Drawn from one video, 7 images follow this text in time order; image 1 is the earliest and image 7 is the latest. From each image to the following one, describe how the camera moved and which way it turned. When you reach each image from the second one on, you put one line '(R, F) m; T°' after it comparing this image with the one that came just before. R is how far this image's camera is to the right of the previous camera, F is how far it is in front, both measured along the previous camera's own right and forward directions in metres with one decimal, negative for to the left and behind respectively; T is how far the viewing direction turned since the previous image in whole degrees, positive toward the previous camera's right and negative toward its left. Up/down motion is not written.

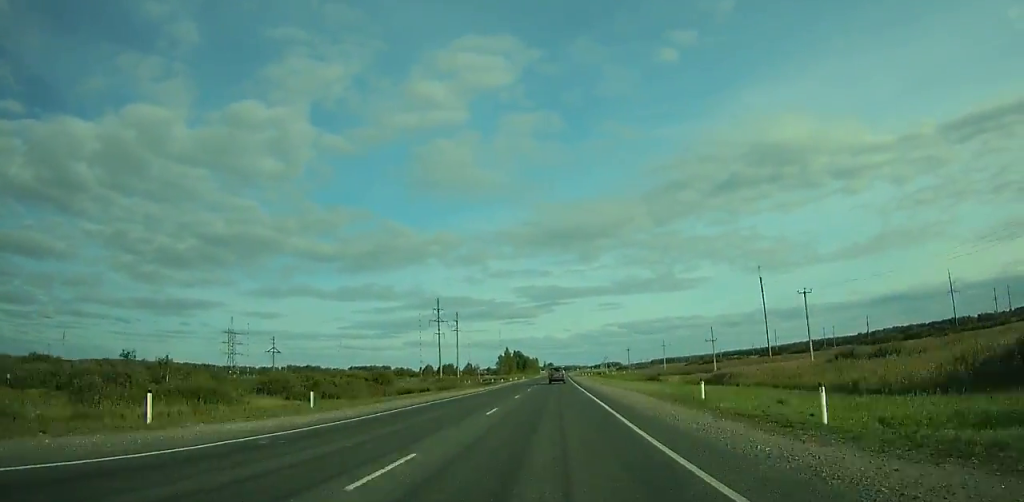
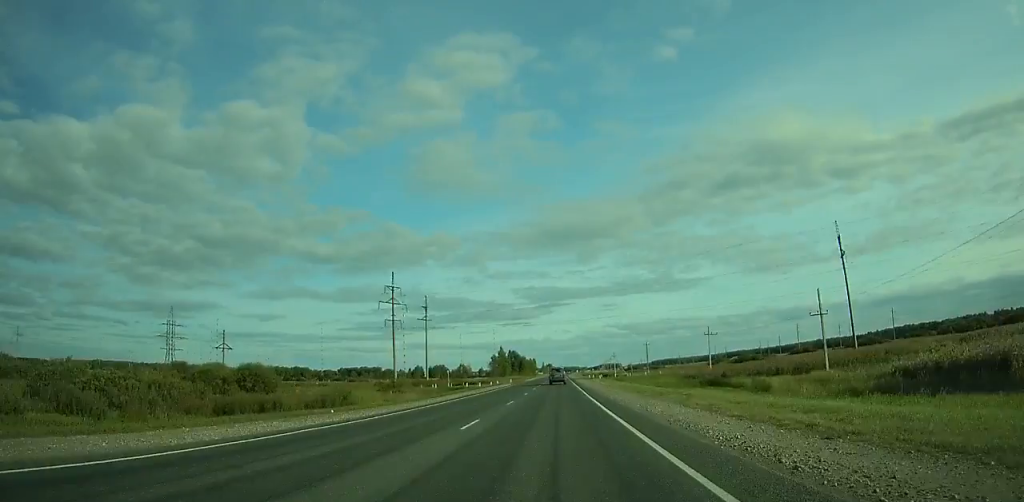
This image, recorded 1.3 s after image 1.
(+0.5, +40.4) m; 0°
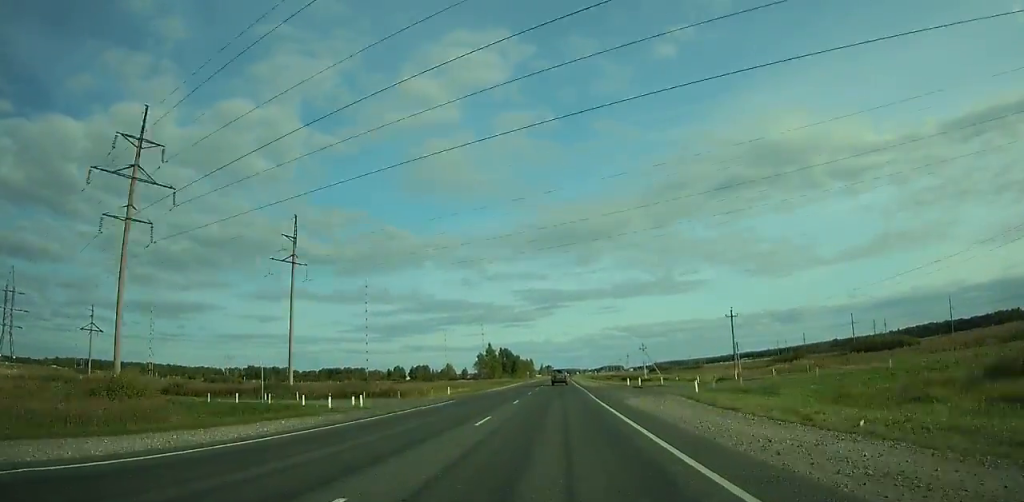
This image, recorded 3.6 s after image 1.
(+0.4, +71.4) m; +2°
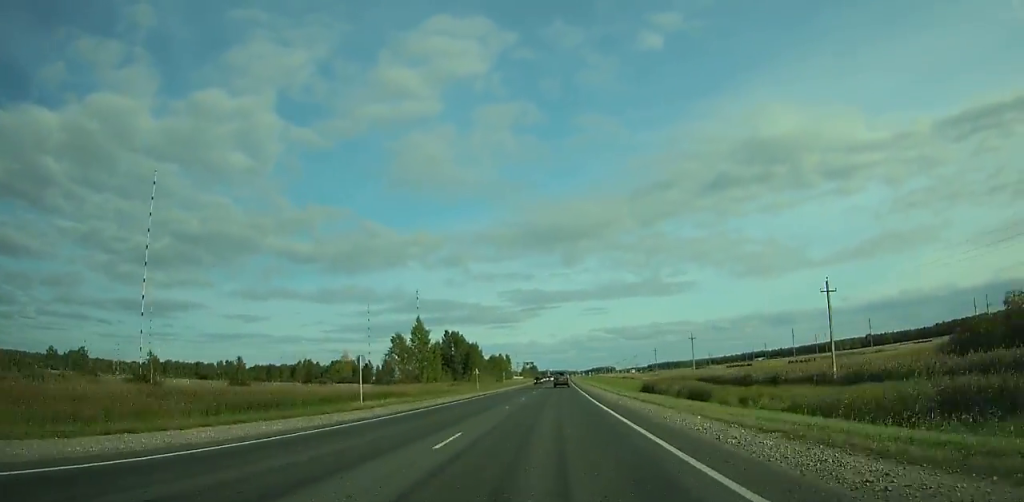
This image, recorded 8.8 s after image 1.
(+8.1, +158.2) m; -2°
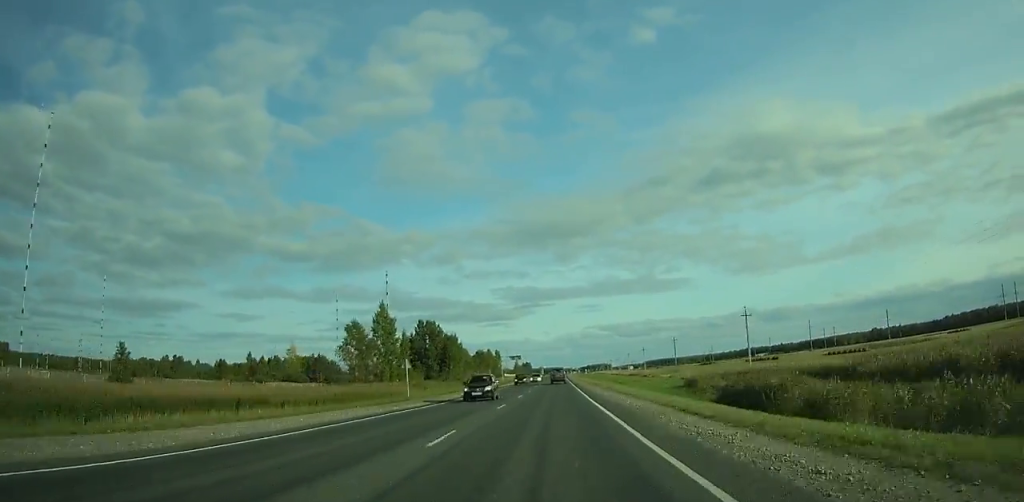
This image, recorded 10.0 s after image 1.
(-5.4, +34.8) m; -2°
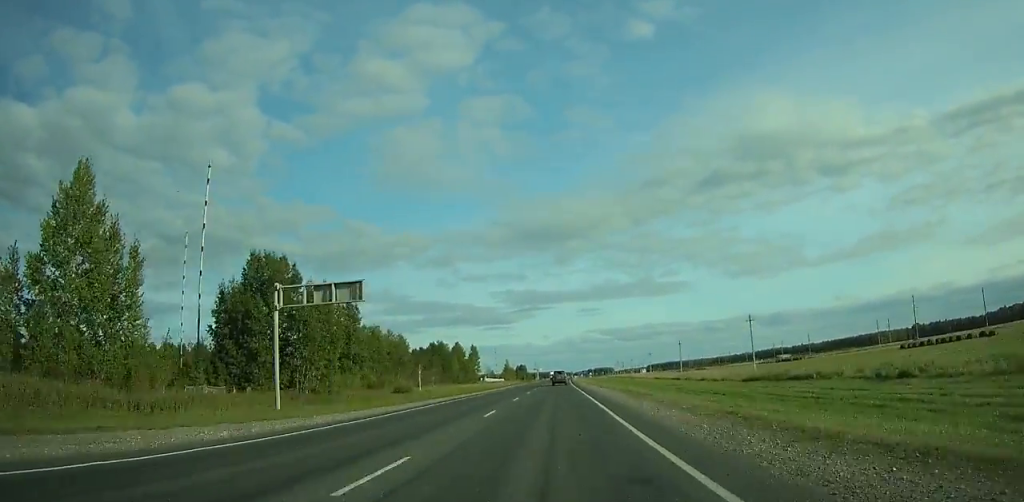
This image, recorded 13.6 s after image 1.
(-1.7, +110.4) m; +2°
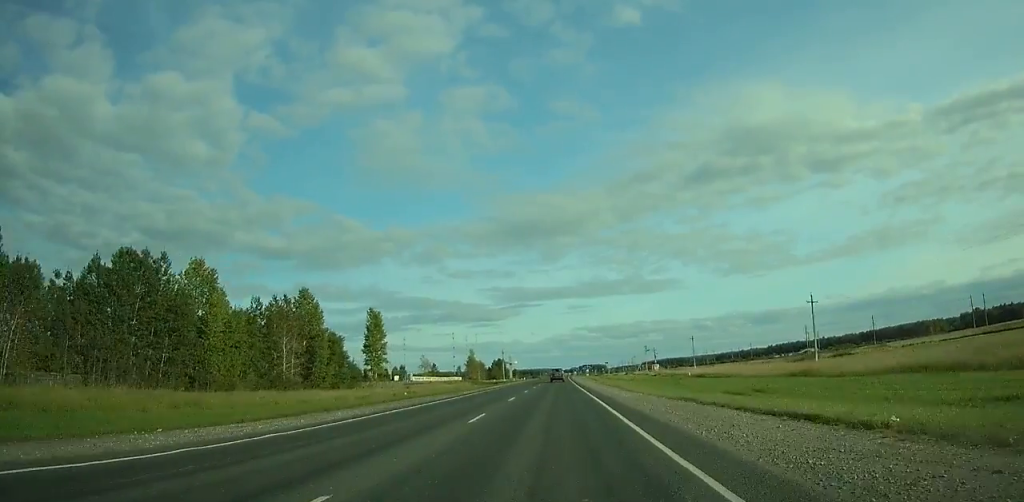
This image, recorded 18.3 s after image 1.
(+4.3, +147.6) m; +2°
